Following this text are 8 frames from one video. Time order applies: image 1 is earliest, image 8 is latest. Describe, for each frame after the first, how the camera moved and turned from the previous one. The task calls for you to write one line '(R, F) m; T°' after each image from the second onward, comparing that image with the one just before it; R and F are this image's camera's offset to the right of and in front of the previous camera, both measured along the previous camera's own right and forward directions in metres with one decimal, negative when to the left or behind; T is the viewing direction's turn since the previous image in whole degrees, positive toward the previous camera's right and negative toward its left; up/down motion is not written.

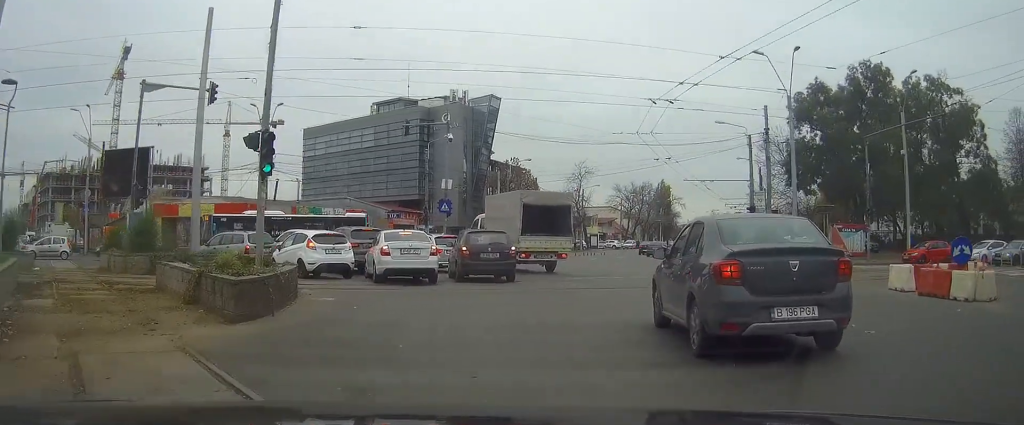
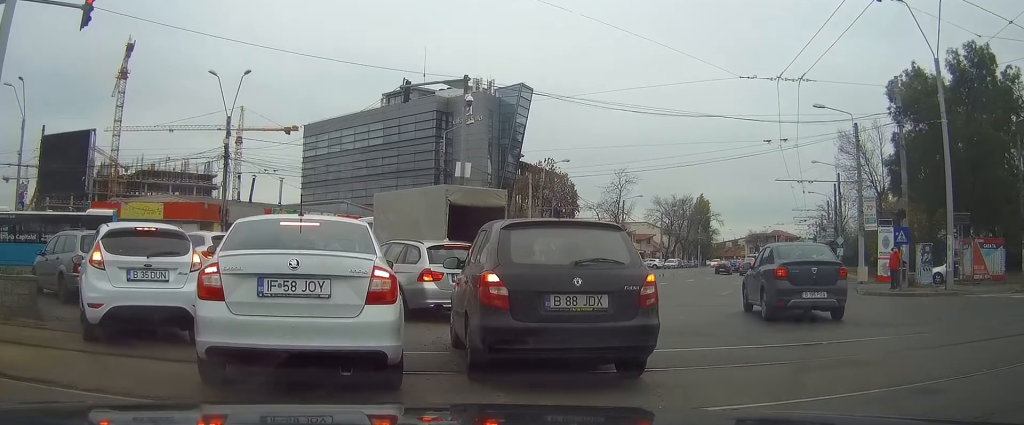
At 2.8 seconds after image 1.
(+0.7, +13.5) m; +3°
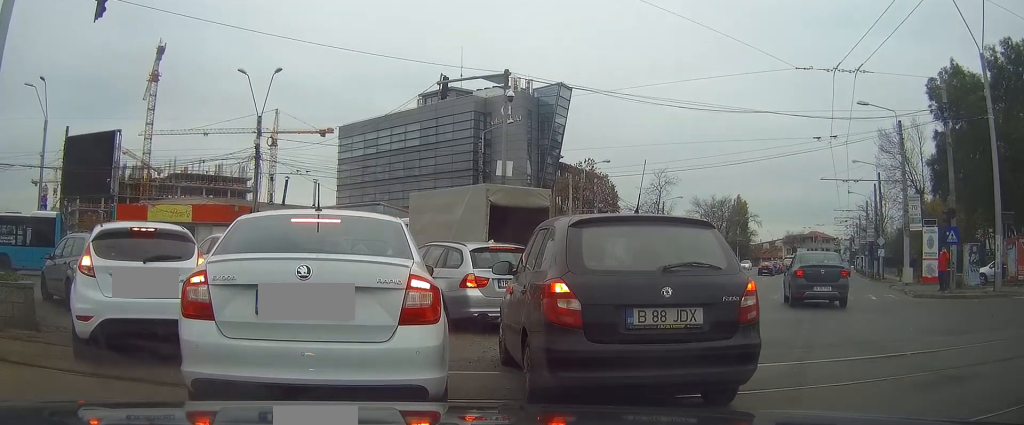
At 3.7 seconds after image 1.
(-0.1, +1.9) m; +1°
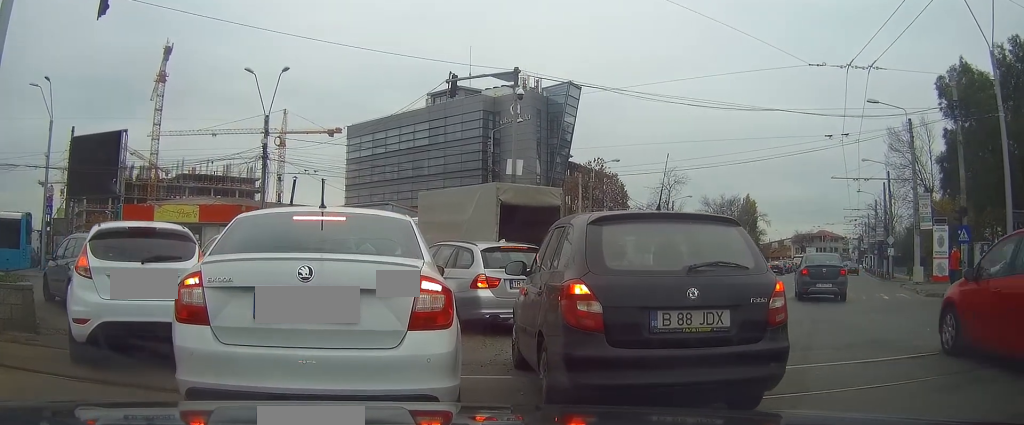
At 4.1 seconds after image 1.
(+0.1, +0.4) m; 0°
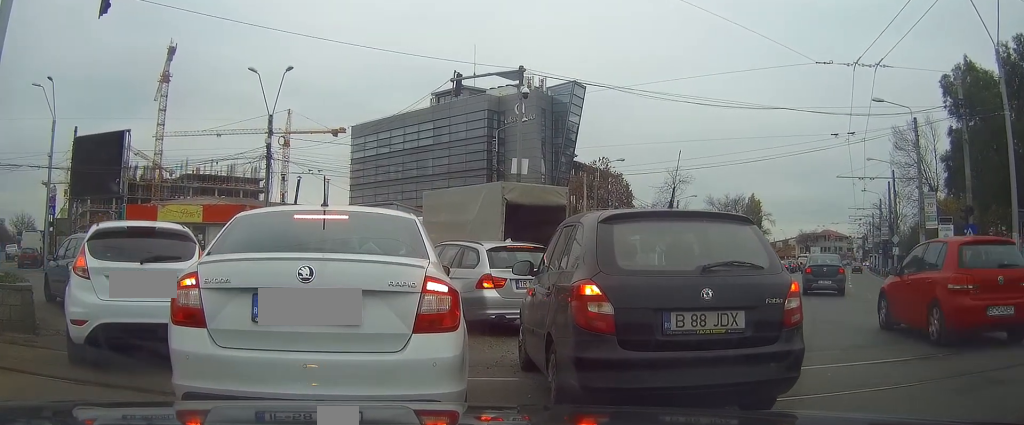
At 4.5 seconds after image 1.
(+0.1, +0.4) m; 0°
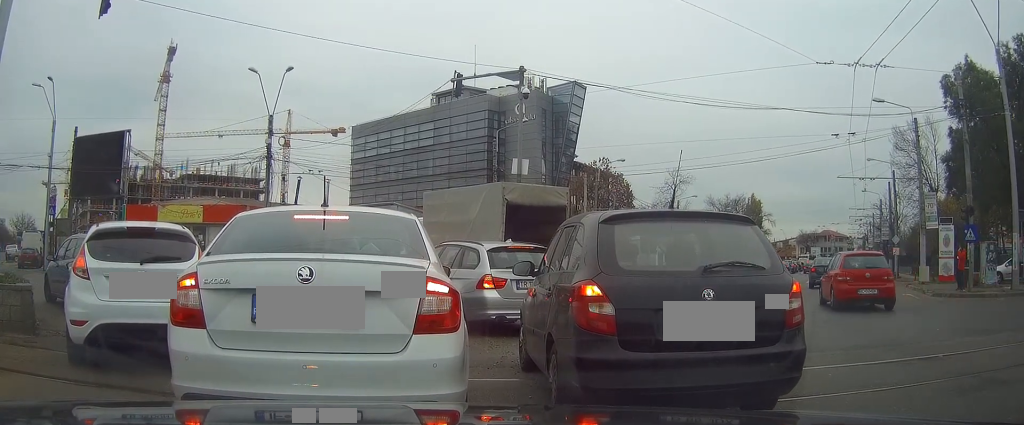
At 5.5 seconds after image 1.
(+0.2, +0.2) m; 0°
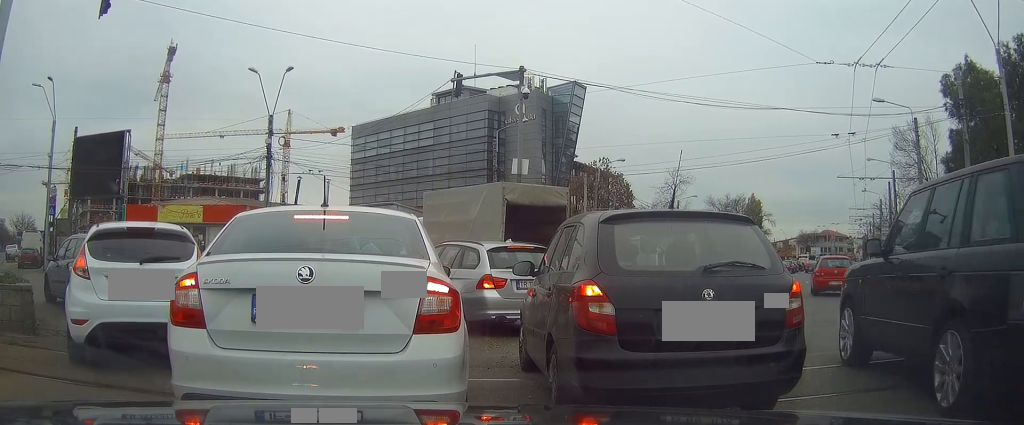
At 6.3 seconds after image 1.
(0.0, +0.1) m; 0°
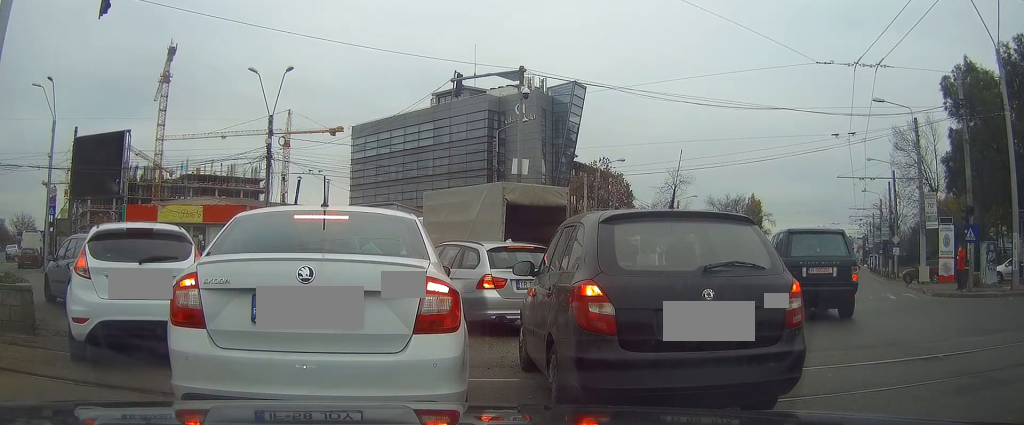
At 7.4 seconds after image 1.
(0.0, 0.0) m; 0°
